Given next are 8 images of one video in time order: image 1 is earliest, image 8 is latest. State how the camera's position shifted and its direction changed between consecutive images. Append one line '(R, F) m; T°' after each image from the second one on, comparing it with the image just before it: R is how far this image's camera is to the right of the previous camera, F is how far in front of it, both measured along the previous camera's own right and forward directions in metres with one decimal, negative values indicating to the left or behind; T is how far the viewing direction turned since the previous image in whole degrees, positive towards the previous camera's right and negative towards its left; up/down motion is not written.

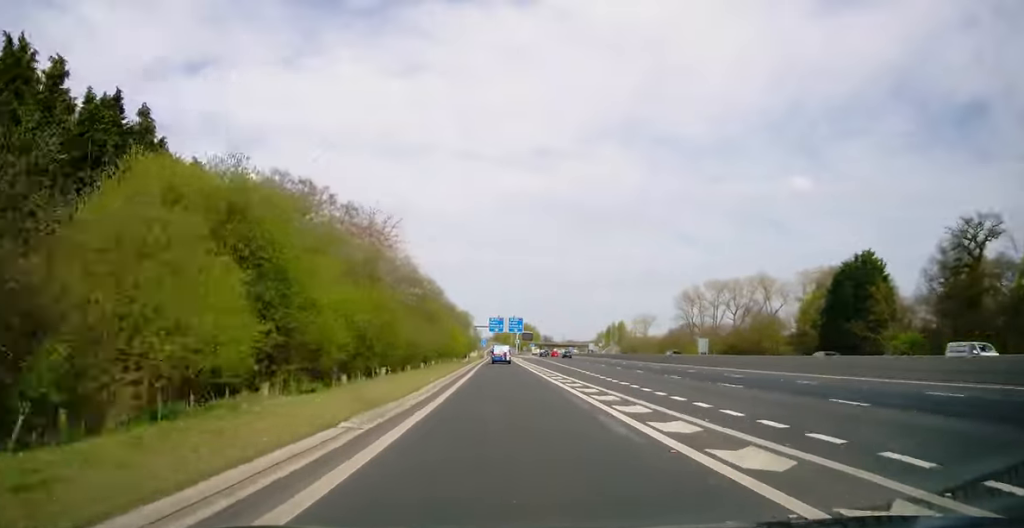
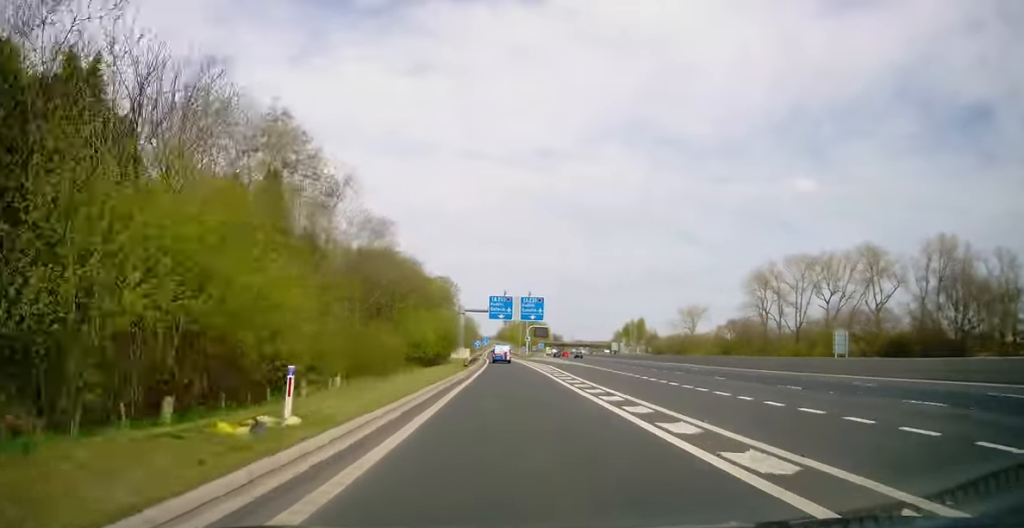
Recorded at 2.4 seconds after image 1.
(0.0, +62.3) m; 0°
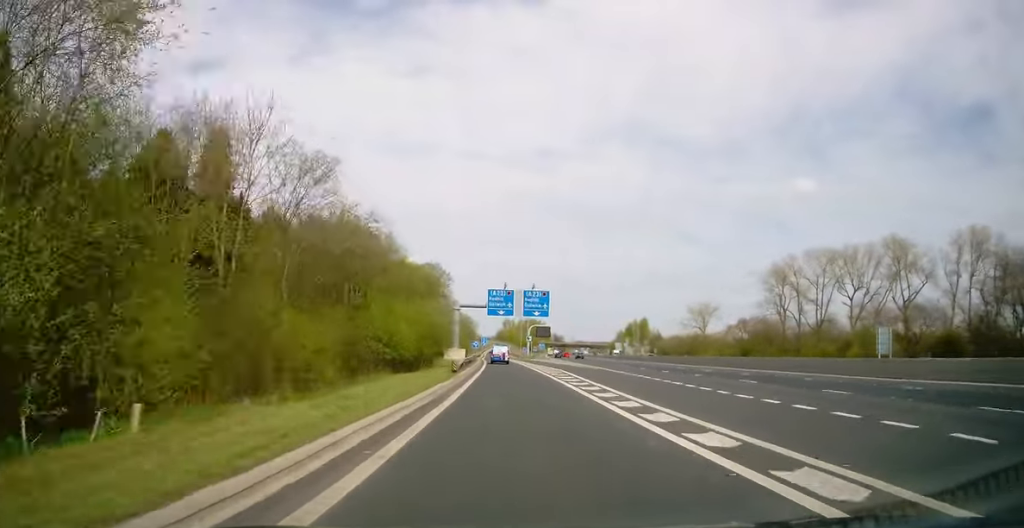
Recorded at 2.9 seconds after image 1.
(0.0, +11.7) m; 0°
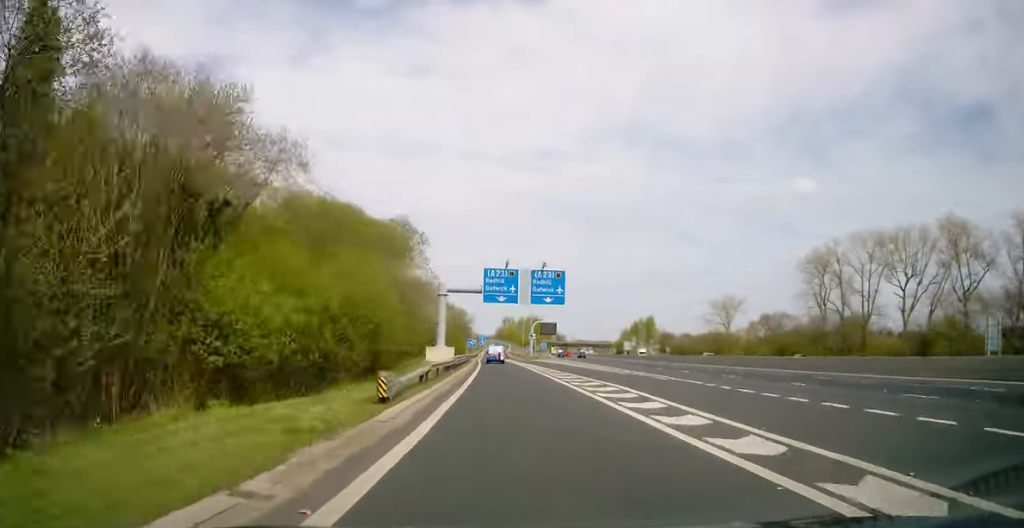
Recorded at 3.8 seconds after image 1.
(0.0, +21.8) m; 0°
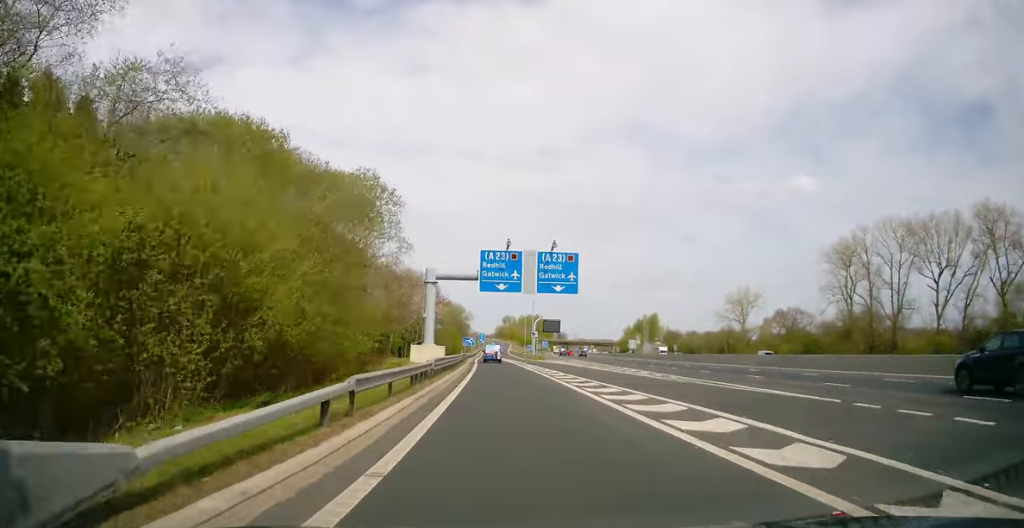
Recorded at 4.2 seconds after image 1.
(+0.1, +11.7) m; 0°
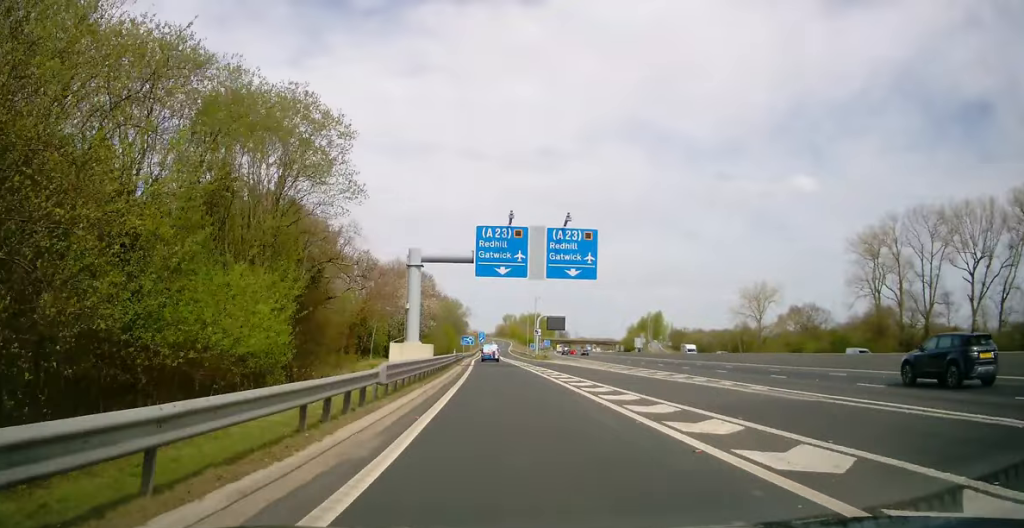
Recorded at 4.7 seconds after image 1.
(-0.1, +10.7) m; 0°
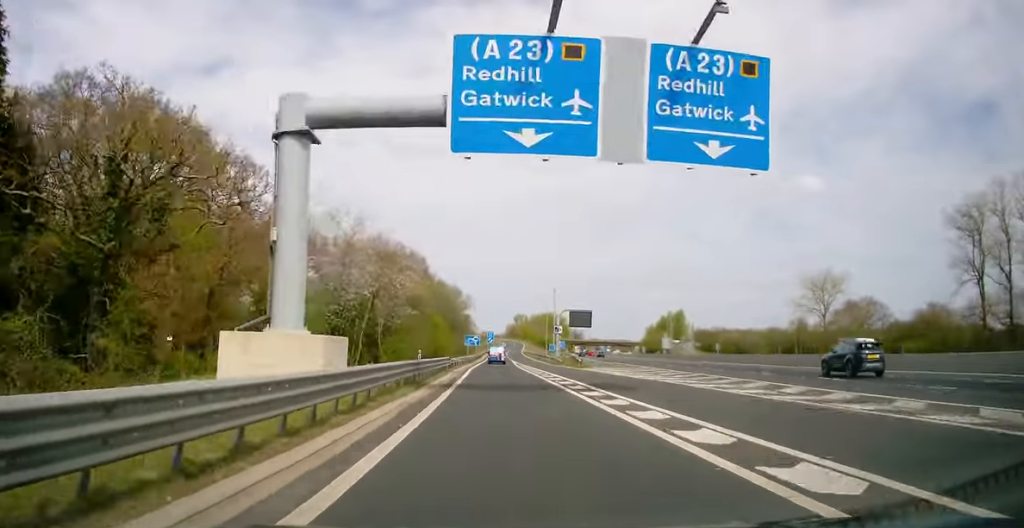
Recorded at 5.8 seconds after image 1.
(0.0, +28.8) m; 0°
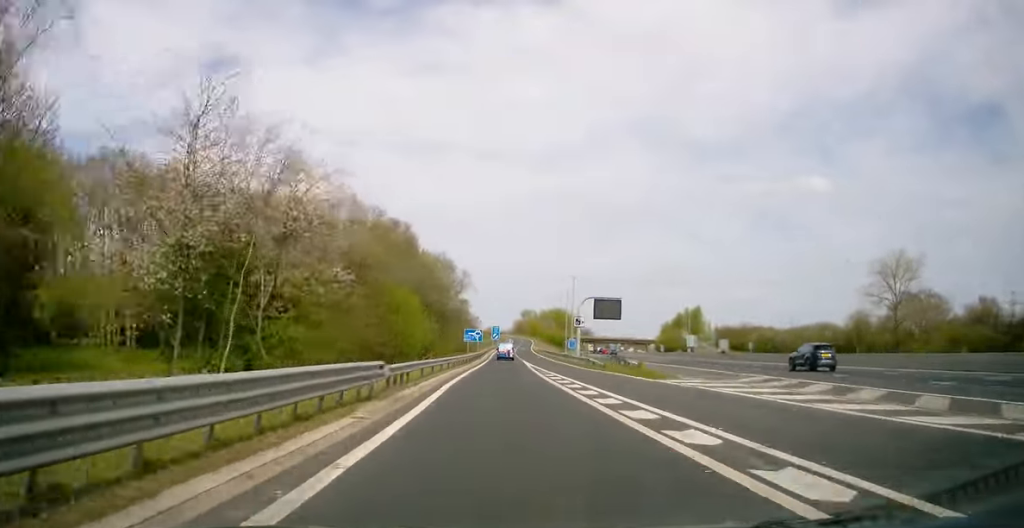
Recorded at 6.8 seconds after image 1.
(-0.1, +24.4) m; 0°
